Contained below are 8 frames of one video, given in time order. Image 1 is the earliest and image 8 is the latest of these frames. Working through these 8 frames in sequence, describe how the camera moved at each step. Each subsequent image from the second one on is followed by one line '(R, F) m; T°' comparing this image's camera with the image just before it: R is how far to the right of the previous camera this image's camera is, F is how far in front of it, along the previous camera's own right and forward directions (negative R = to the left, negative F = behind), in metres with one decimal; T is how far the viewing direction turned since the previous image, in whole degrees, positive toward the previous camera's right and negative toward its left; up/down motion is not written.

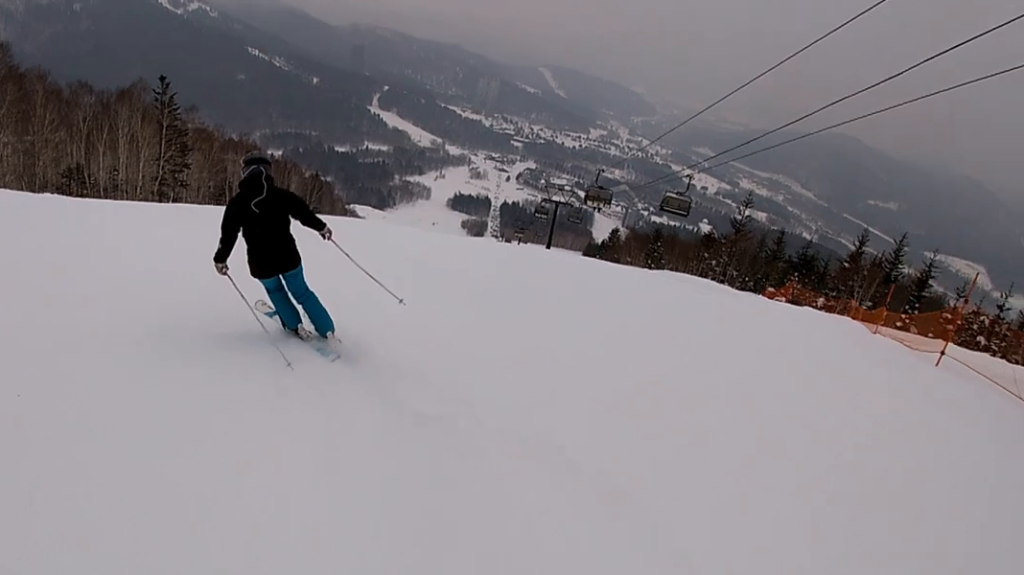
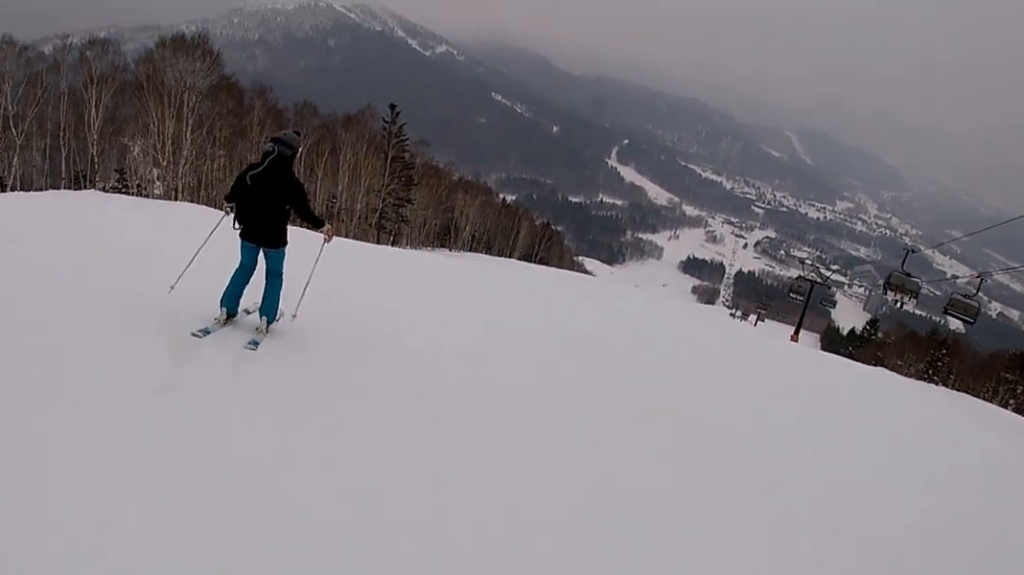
(-0.5, +6.6) m; +4°
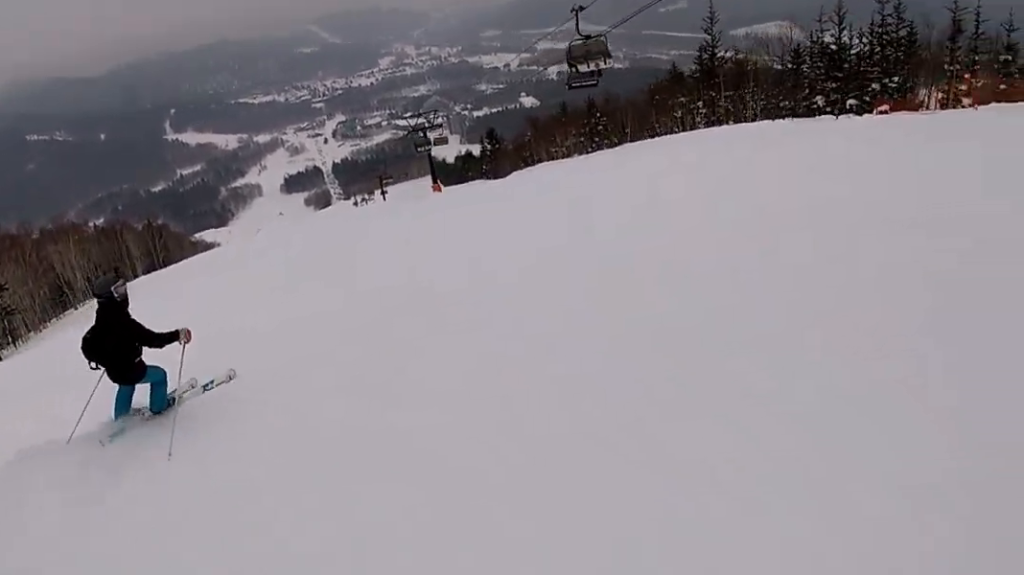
(+1.1, +6.9) m; +23°
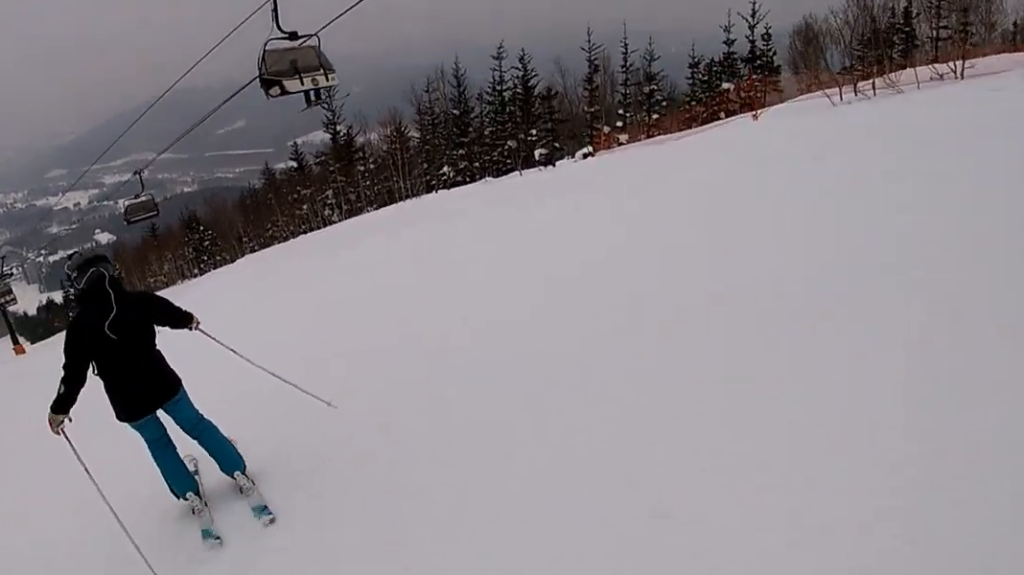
(+1.2, +8.6) m; -3°
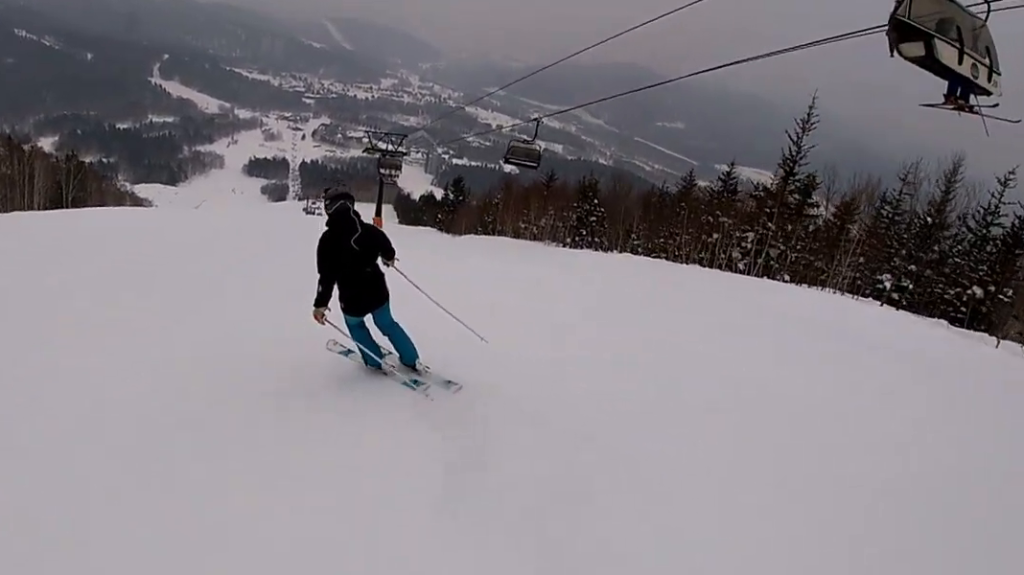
(-0.6, +4.9) m; -16°
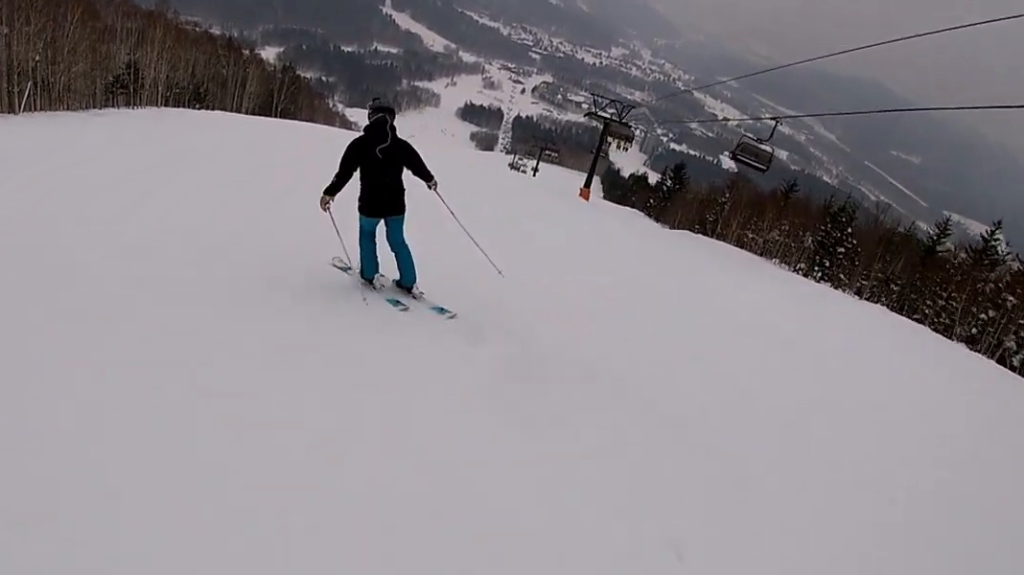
(-0.9, +4.6) m; -9°
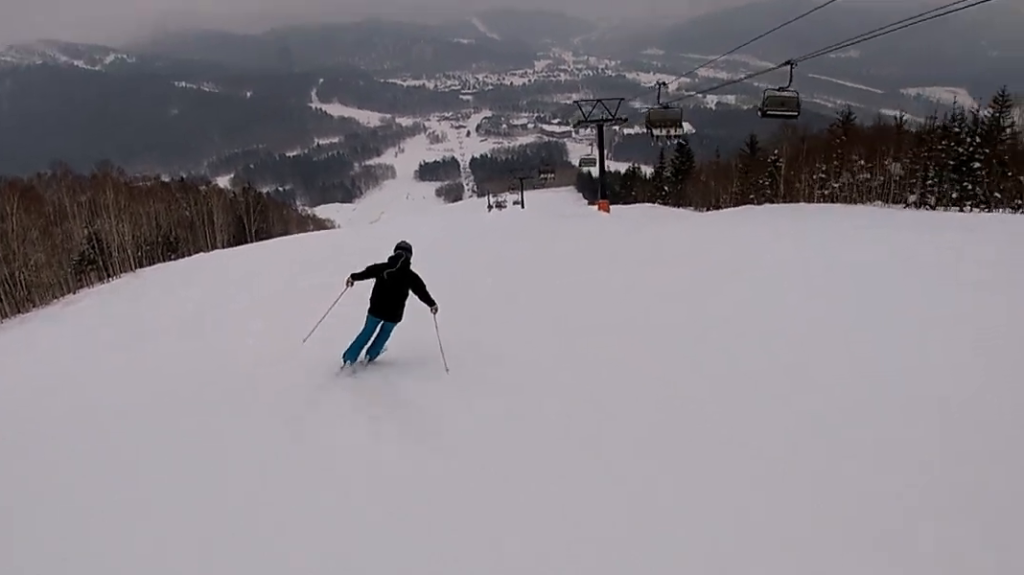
(+0.9, +8.1) m; +23°
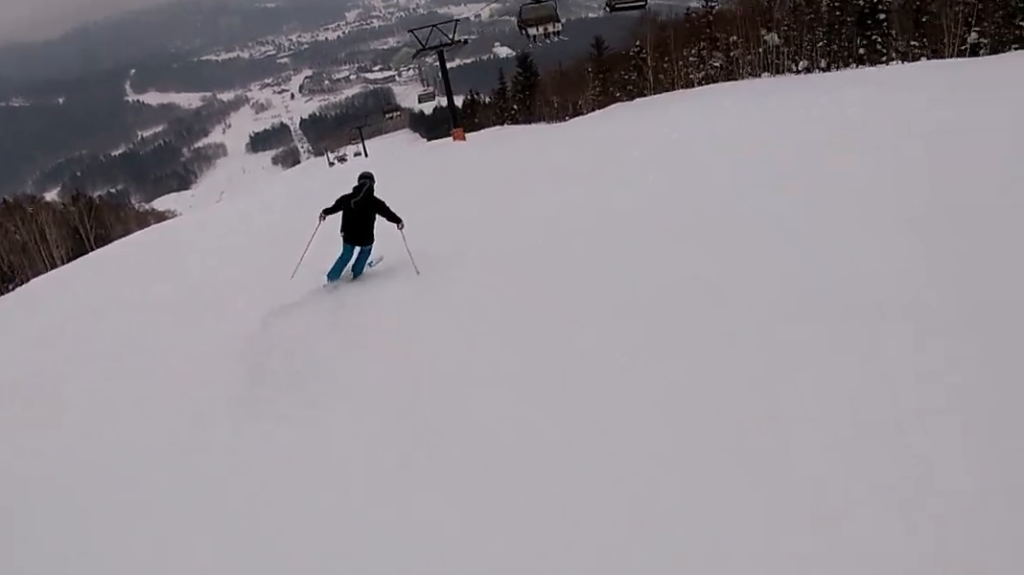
(+1.2, +4.1) m; +4°
